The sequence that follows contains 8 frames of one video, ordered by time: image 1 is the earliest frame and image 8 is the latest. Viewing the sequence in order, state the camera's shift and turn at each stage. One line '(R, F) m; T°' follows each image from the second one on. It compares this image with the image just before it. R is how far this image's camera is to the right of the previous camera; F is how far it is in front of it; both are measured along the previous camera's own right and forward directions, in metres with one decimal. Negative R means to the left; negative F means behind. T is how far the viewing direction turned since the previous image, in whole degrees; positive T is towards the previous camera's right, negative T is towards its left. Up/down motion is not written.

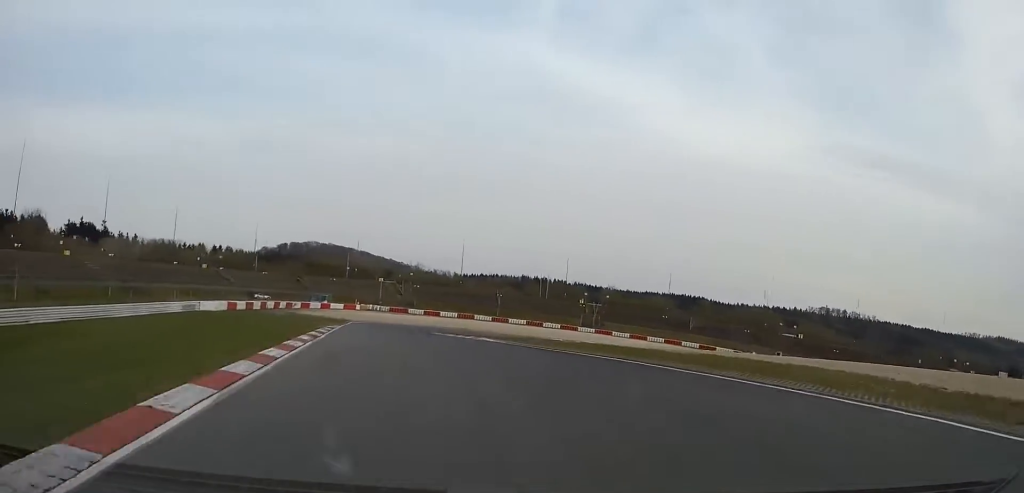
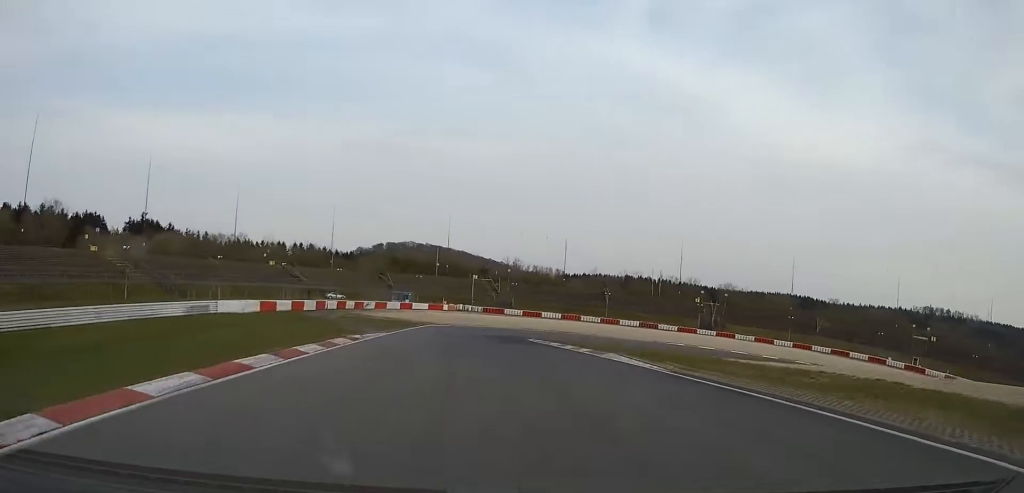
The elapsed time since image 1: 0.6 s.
(-2.3, +18.9) m; -6°
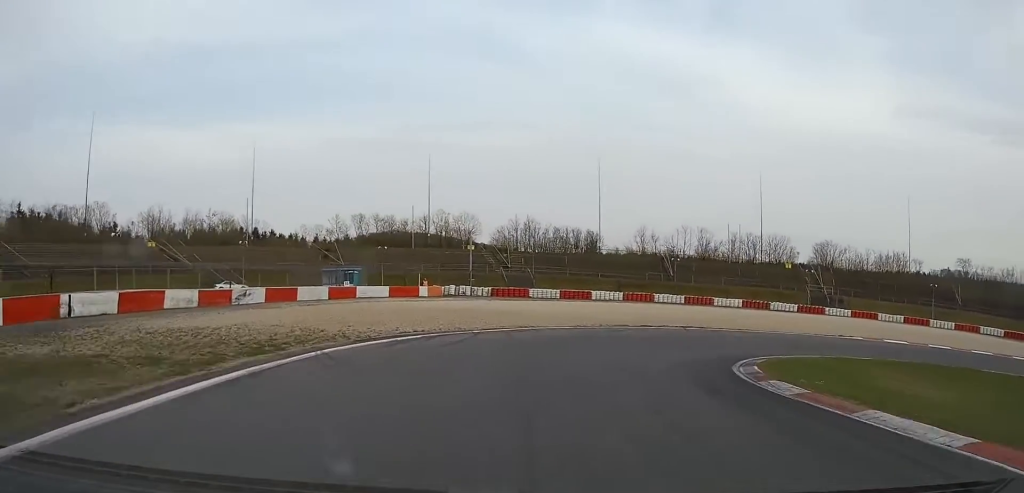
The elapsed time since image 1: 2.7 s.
(-3.7, +52.5) m; +4°
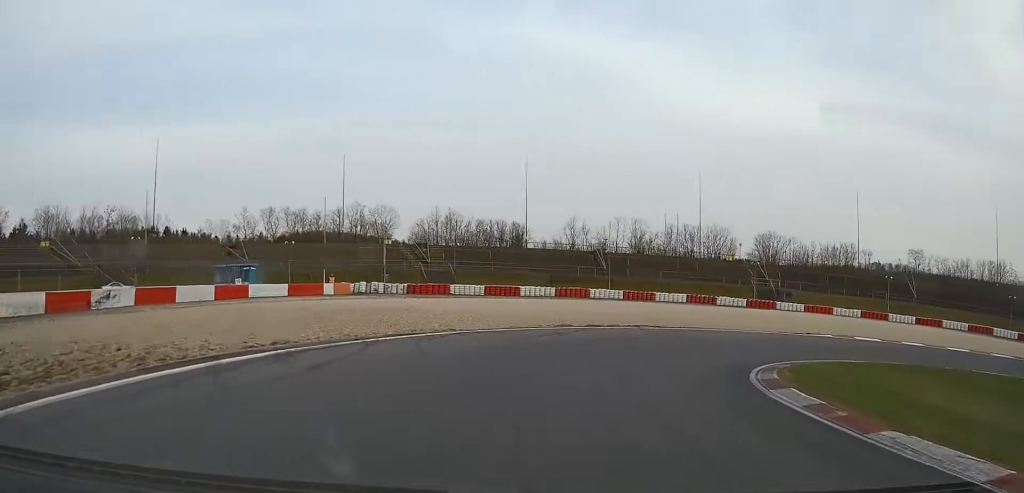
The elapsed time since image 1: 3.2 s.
(+0.4, +8.2) m; +7°
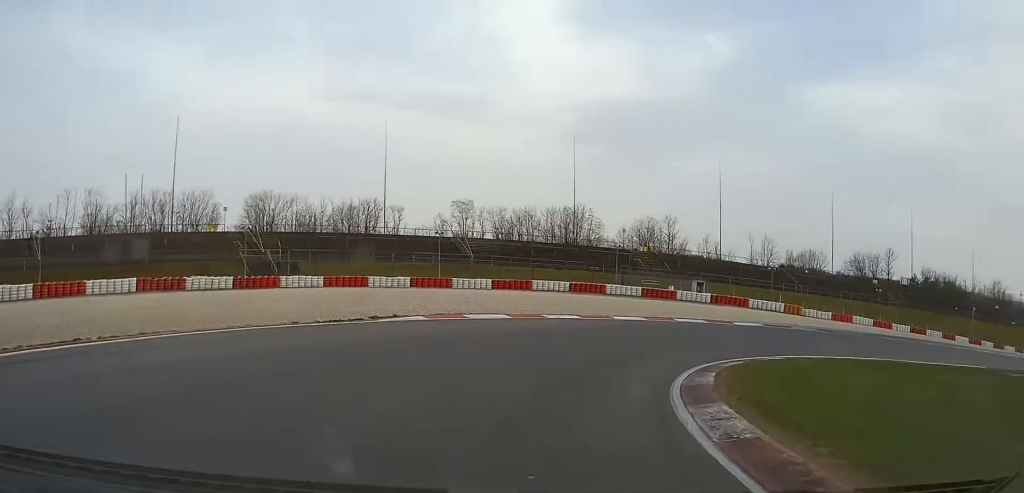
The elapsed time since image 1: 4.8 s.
(+8.8, +28.6) m; +38°
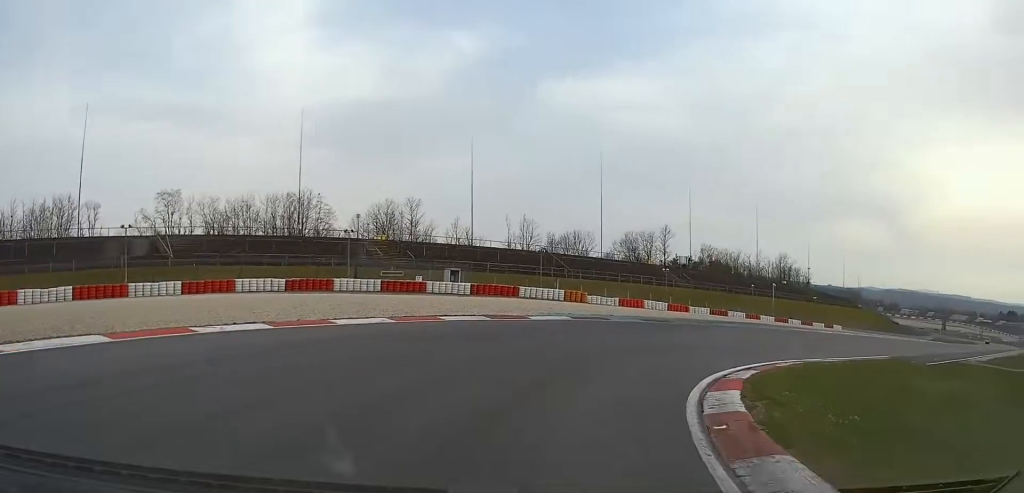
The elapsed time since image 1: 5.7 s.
(+3.4, +16.8) m; +26°
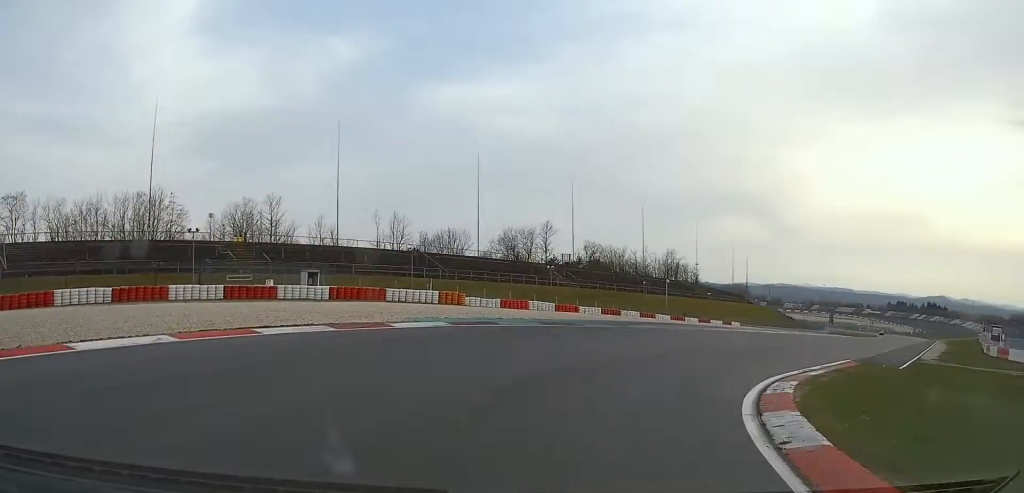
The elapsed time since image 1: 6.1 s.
(+0.5, +8.3) m; +12°
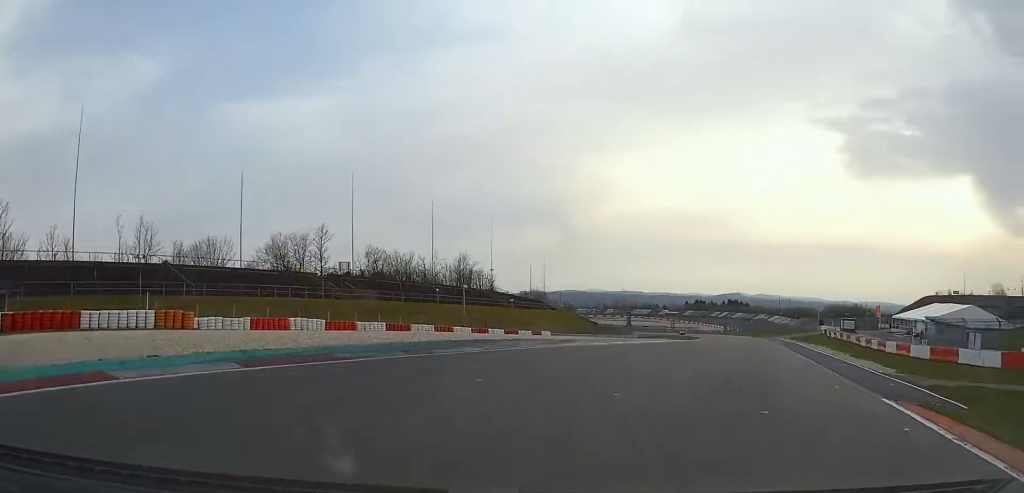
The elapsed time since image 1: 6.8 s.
(+3.9, +17.3) m; +19°
